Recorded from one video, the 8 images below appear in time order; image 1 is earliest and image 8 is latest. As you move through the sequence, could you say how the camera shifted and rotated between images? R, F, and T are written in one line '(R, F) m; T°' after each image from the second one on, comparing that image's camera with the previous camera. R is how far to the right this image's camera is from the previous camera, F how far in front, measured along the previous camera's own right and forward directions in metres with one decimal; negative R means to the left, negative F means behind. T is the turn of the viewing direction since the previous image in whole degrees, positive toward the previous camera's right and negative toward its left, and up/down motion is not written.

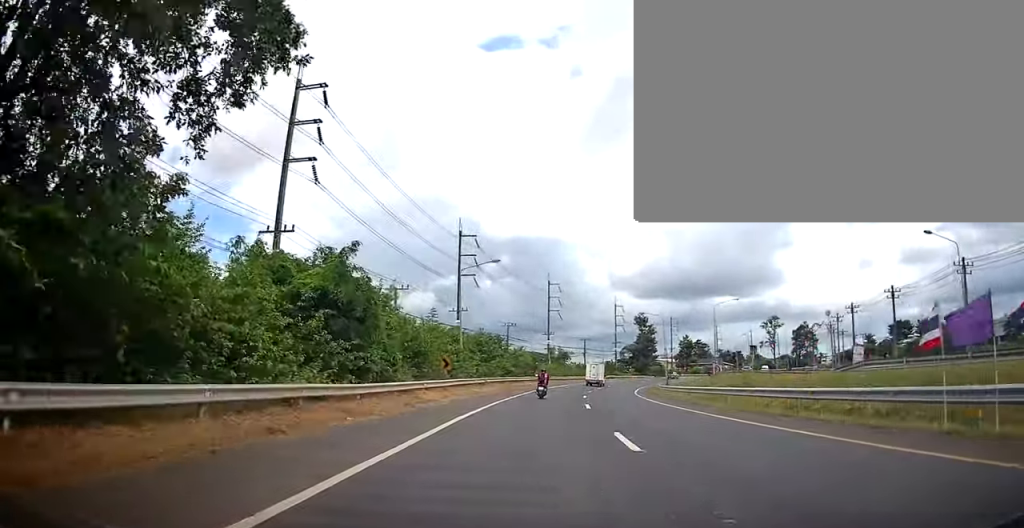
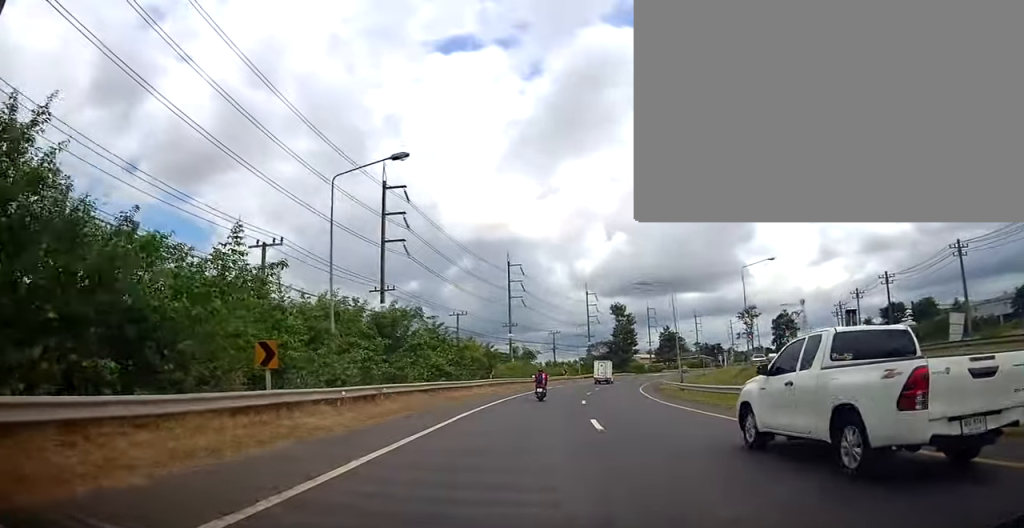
(+0.4, +21.0) m; +4°
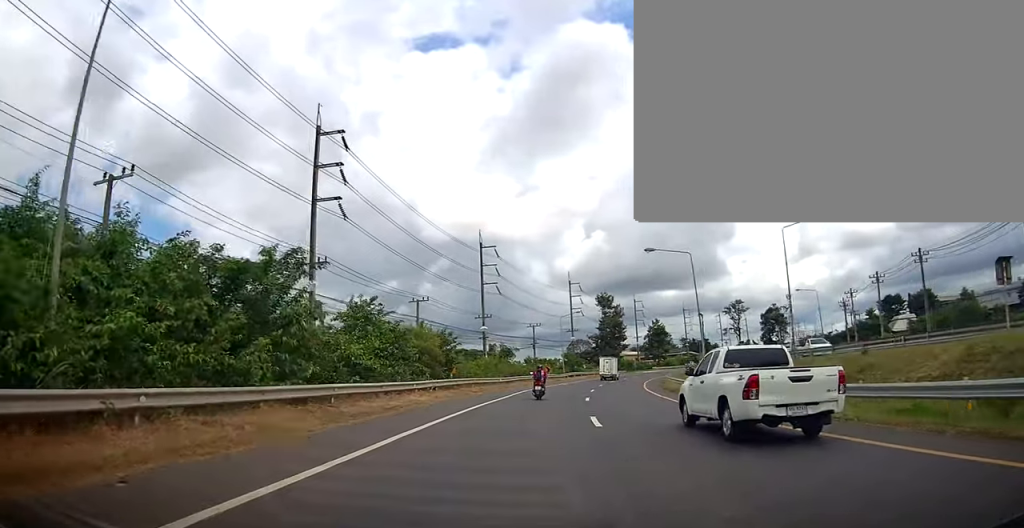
(+0.3, +12.7) m; +4°
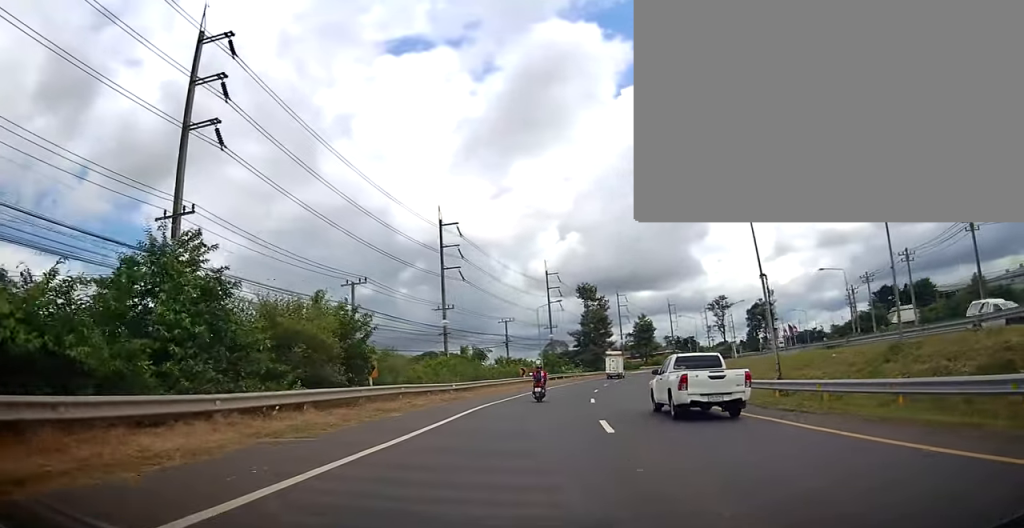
(+0.6, +14.0) m; +2°
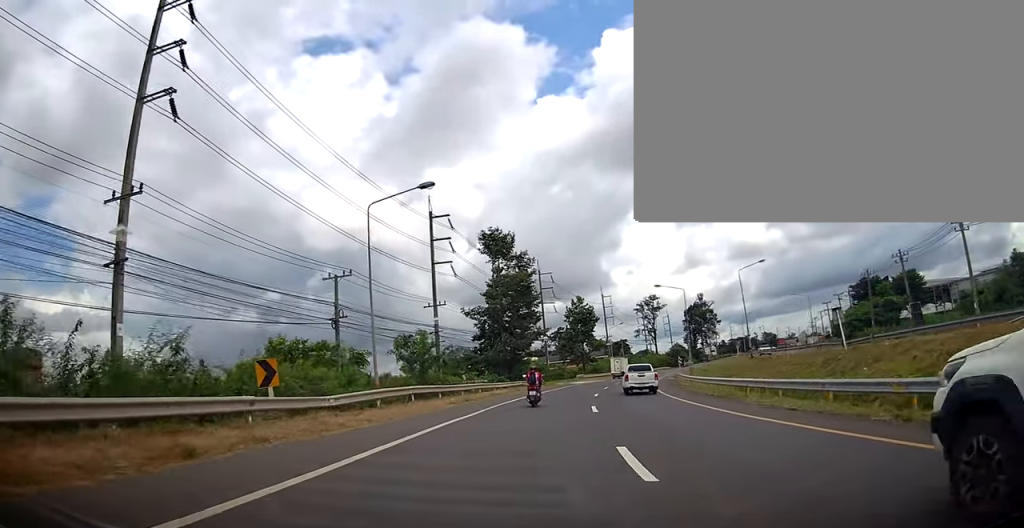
(+1.3, +43.5) m; +7°
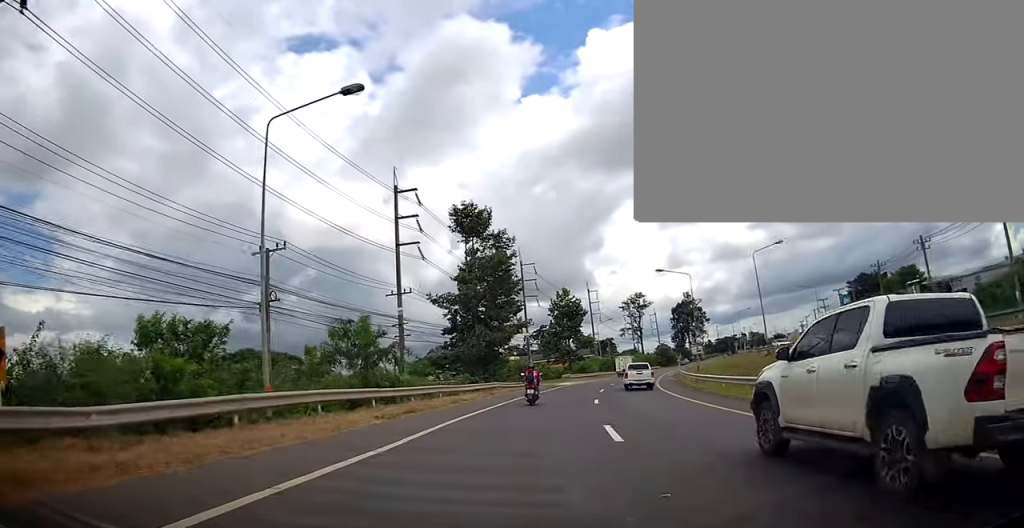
(+0.2, +8.8) m; +3°
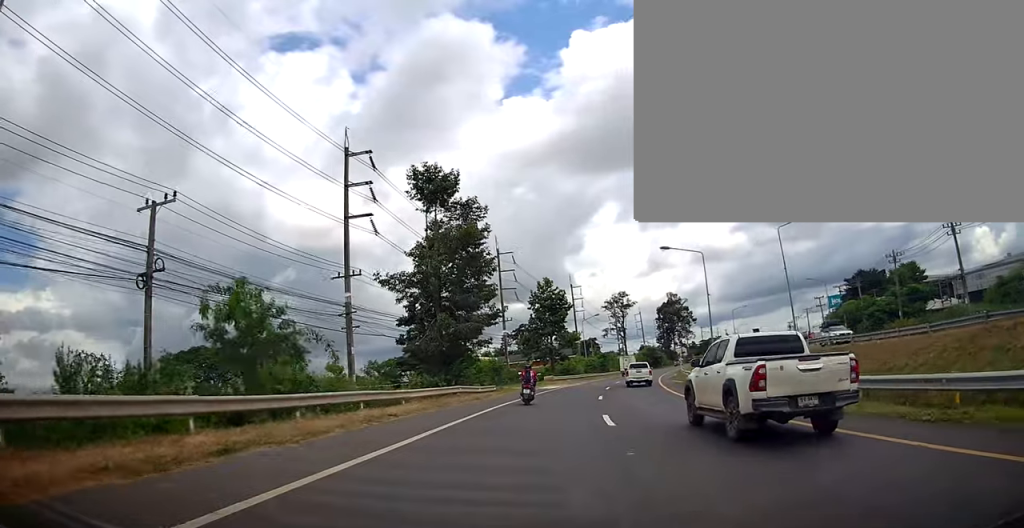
(+0.5, +9.6) m; +2°
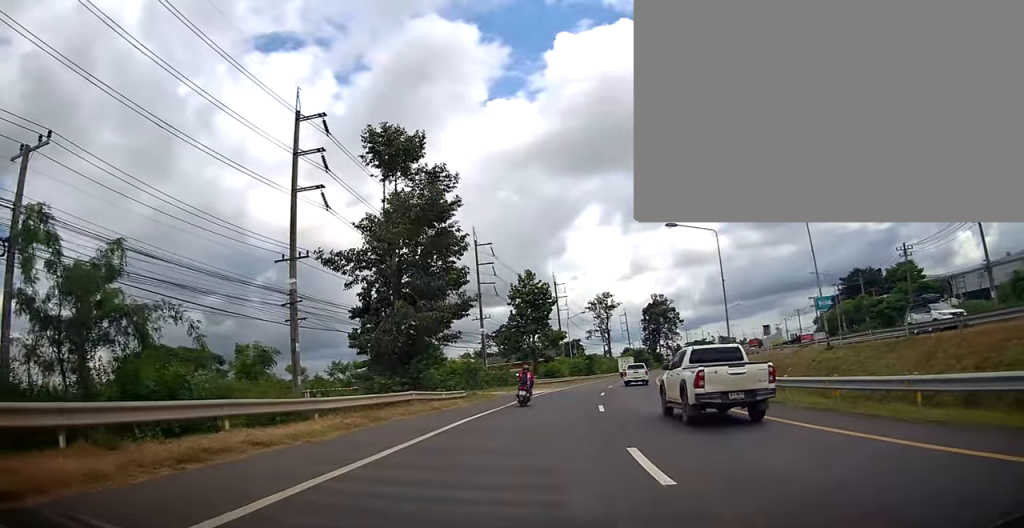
(+0.1, +7.0) m; +1°
